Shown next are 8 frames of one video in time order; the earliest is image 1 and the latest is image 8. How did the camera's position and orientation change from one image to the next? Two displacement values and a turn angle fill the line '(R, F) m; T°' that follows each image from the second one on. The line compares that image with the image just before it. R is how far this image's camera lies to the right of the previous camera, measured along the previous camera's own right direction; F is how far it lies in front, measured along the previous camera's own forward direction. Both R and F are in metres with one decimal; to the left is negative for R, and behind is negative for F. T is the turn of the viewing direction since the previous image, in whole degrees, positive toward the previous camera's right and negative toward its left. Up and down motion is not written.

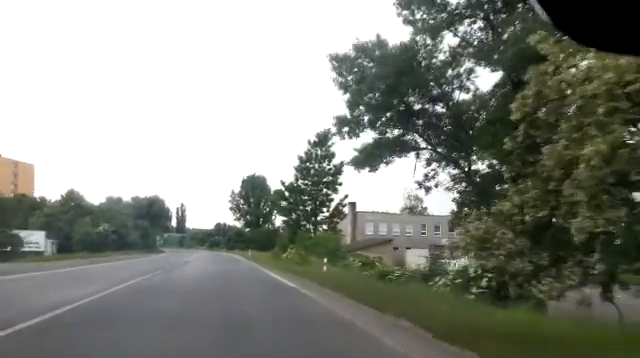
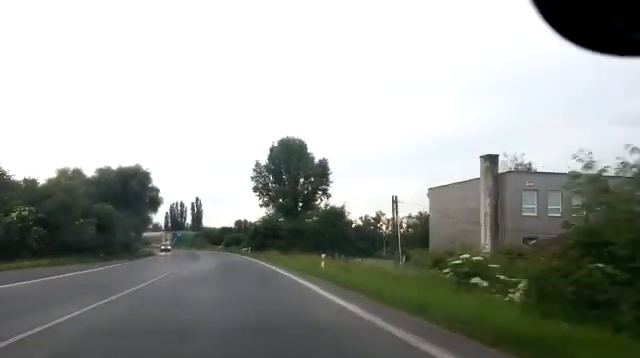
(-0.1, +40.7) m; -2°
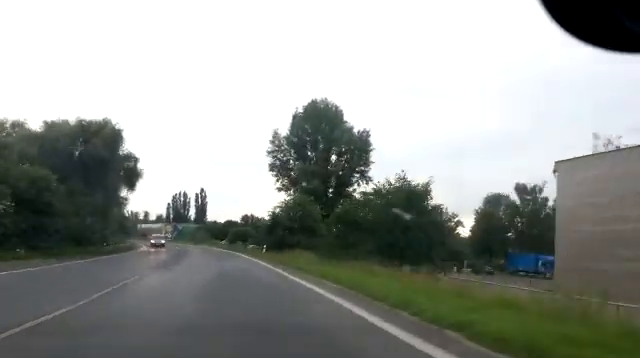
(-0.2, +20.7) m; -1°
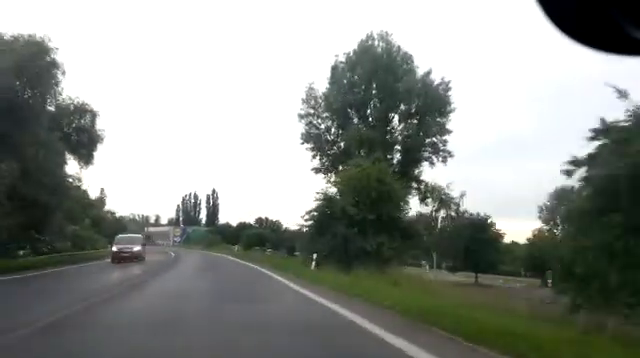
(-0.1, +19.7) m; 0°
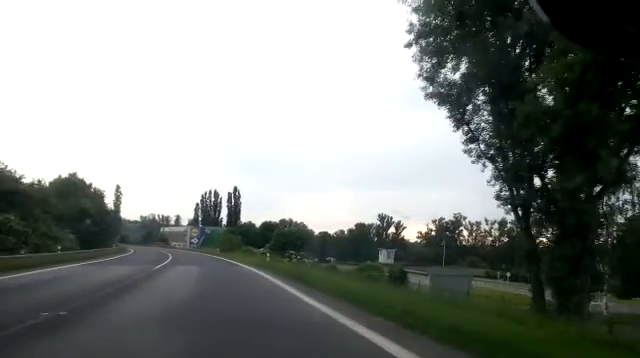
(-0.1, +21.9) m; -2°
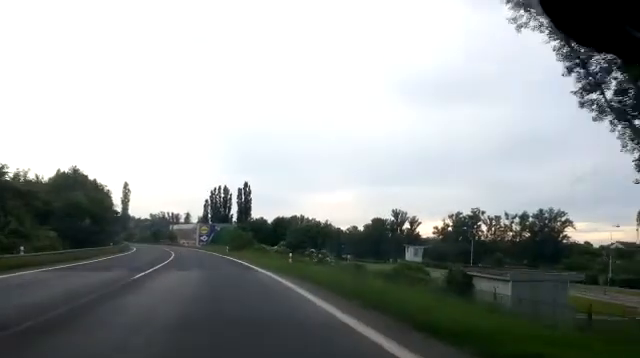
(+0.1, +7.8) m; -2°
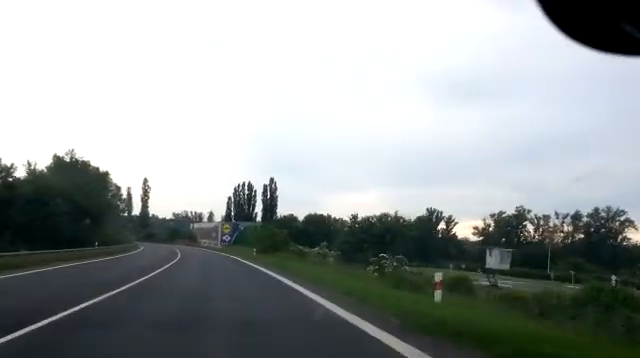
(-0.8, +16.9) m; -3°
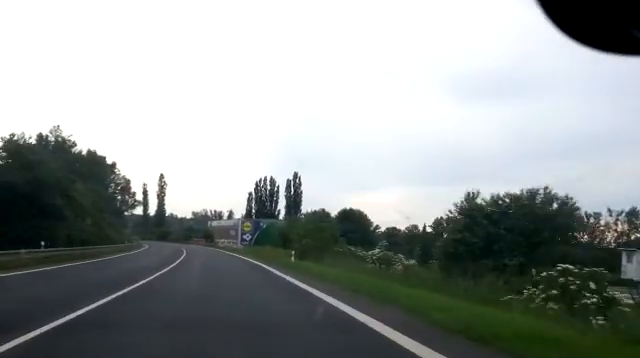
(-0.3, +16.4) m; -2°
